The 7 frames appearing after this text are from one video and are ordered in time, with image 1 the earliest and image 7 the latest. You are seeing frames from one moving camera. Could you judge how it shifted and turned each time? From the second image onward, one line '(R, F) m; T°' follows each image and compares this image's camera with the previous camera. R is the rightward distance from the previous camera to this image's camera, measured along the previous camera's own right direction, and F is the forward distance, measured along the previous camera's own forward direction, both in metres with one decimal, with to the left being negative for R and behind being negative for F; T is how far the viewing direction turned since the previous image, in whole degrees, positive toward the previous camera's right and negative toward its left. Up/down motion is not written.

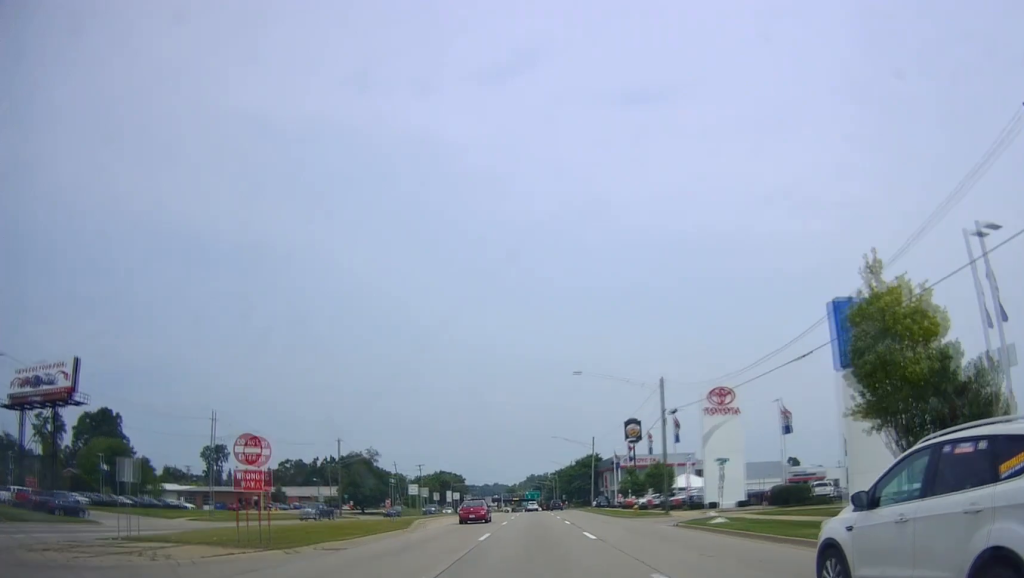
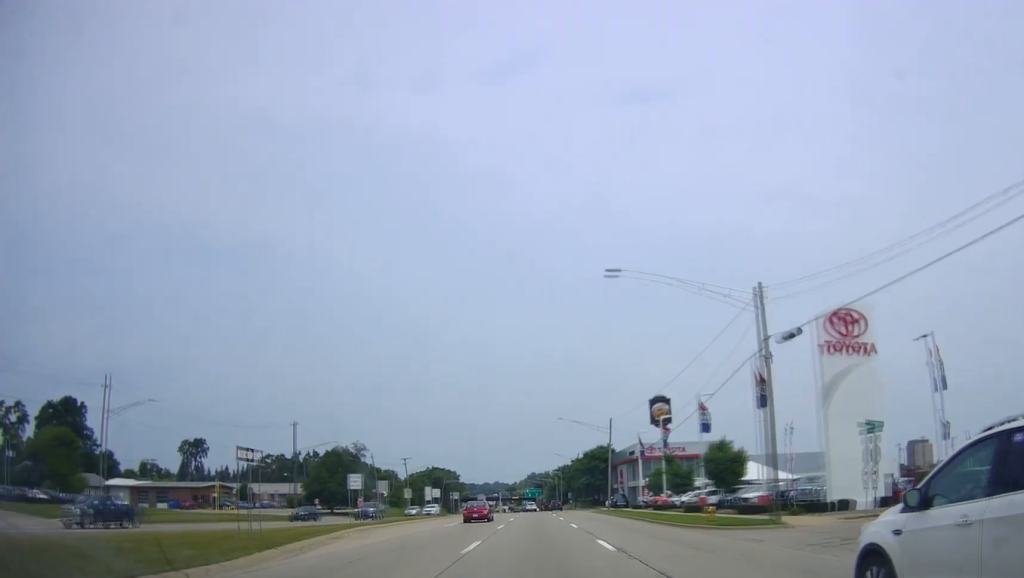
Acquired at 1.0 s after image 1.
(-0.5, +20.1) m; 0°
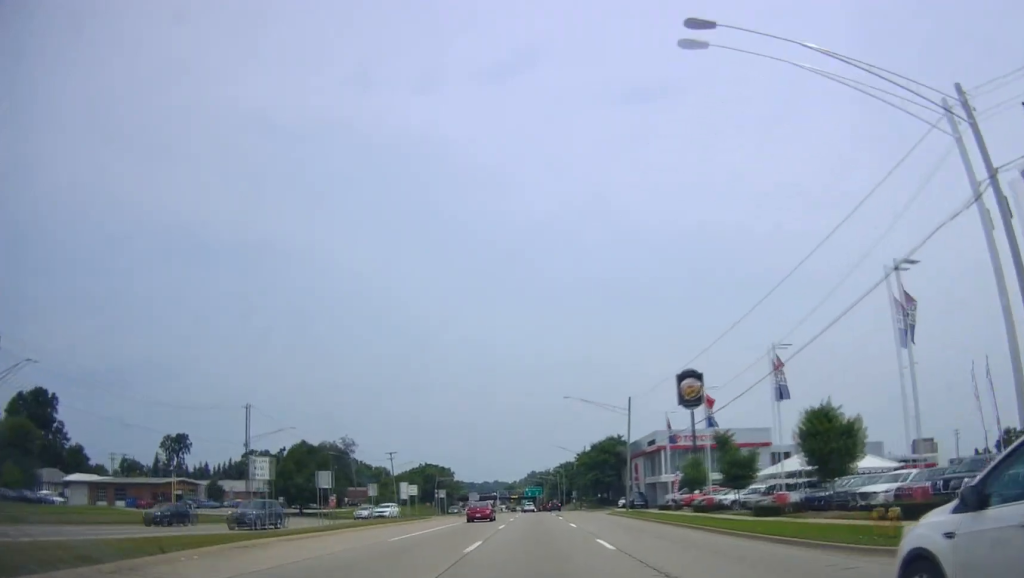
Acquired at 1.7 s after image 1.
(+0.5, +14.6) m; +2°
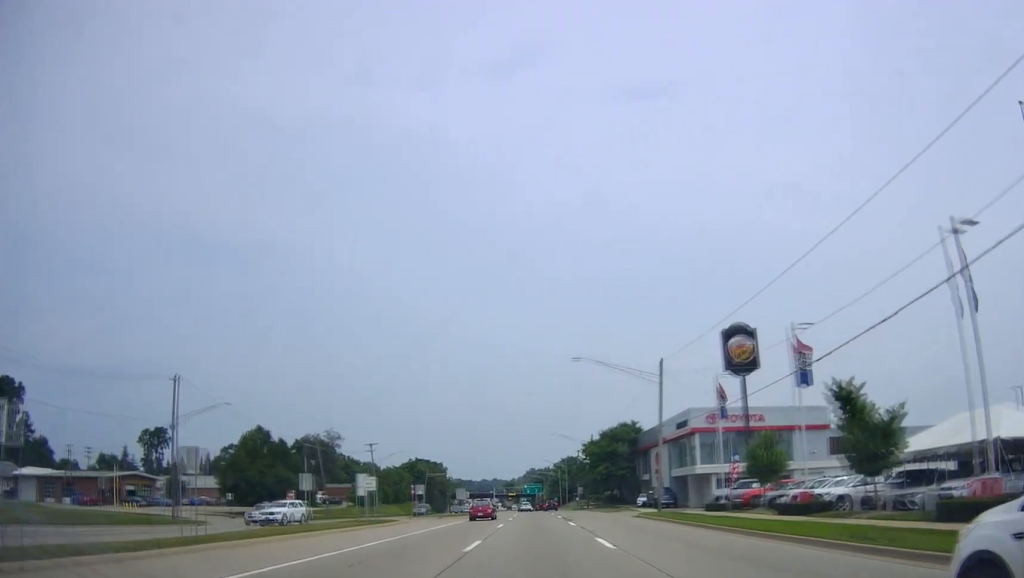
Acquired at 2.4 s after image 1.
(+0.1, +15.6) m; 0°
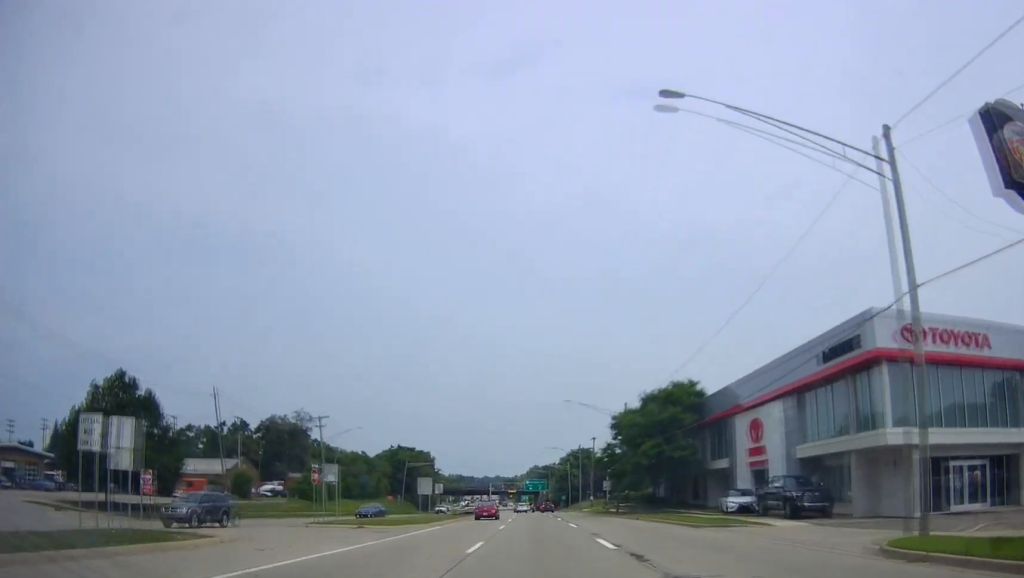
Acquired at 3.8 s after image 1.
(-0.1, +30.7) m; -2°
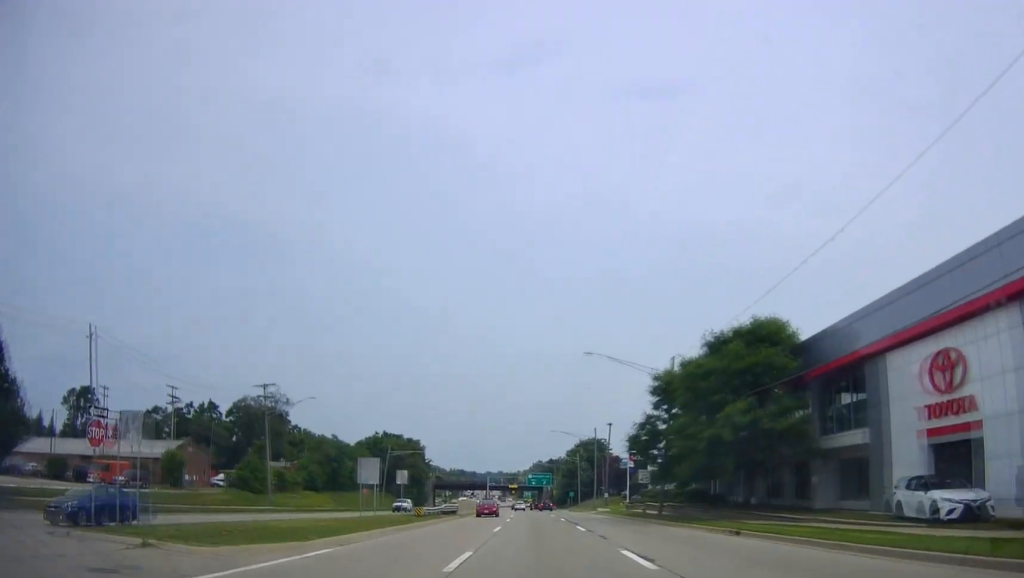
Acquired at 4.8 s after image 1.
(-0.8, +20.3) m; 0°
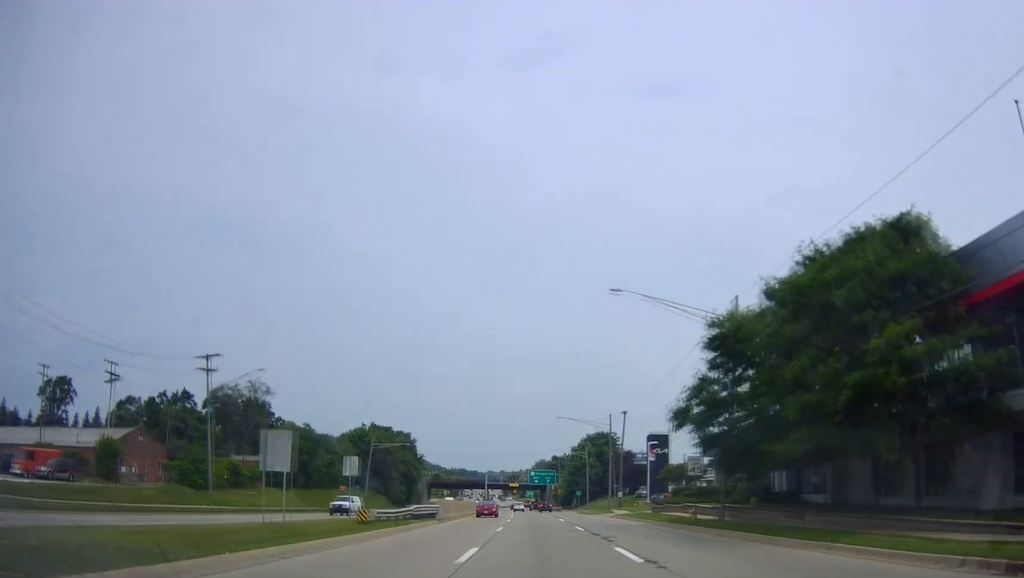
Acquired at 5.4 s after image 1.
(+0.5, +13.6) m; +1°
